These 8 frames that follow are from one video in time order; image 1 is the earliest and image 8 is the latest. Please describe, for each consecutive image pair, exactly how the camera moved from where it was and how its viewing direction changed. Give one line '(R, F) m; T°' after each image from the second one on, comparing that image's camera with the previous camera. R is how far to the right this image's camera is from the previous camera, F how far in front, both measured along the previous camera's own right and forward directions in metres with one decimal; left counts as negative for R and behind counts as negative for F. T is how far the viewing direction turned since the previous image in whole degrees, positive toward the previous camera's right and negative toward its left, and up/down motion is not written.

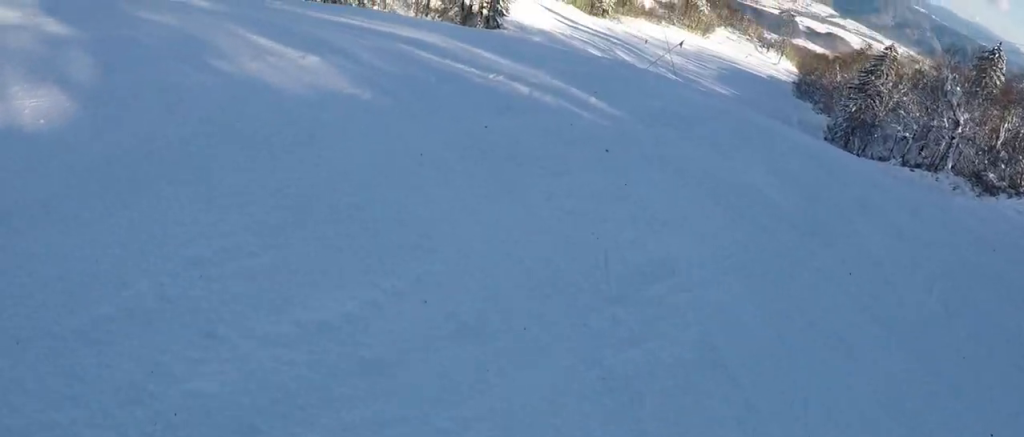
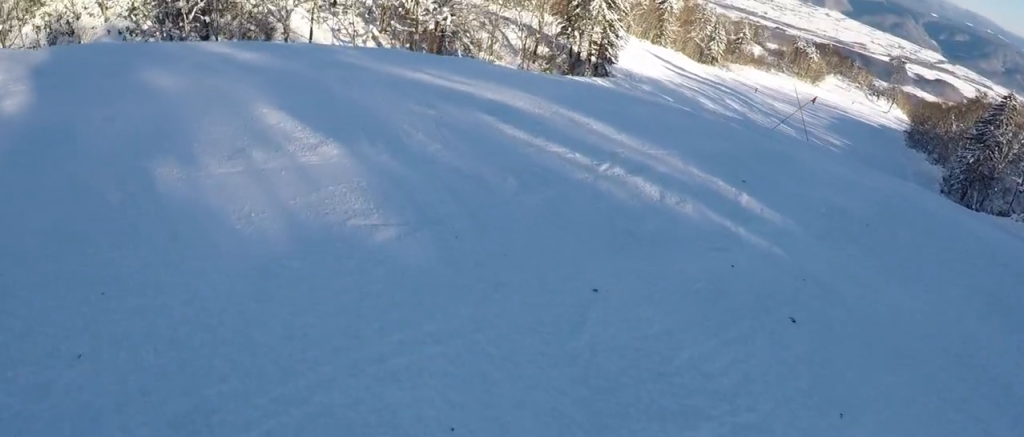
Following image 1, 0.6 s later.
(-0.1, +2.7) m; -1°
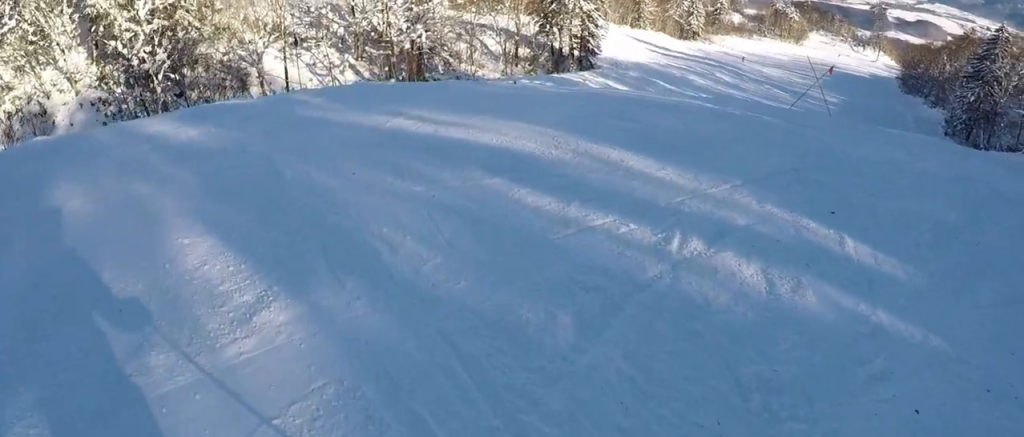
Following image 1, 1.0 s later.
(0.0, +2.0) m; +6°
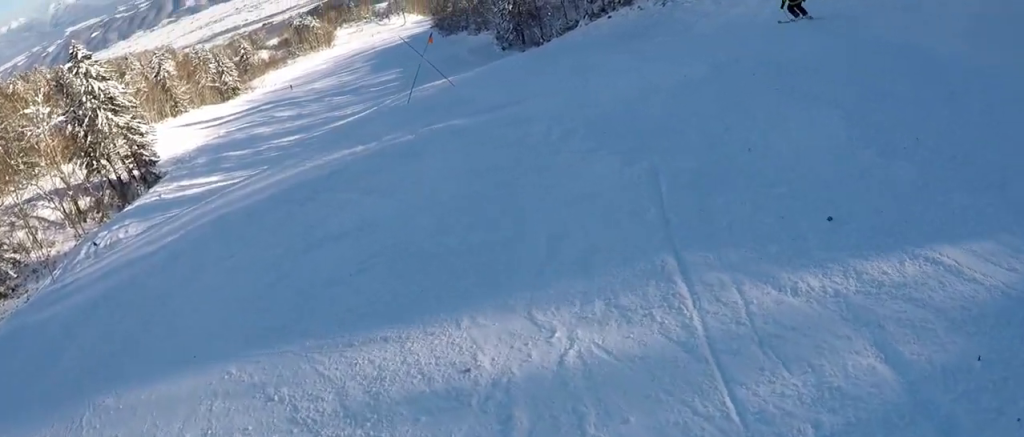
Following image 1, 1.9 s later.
(+0.2, +3.8) m; +20°
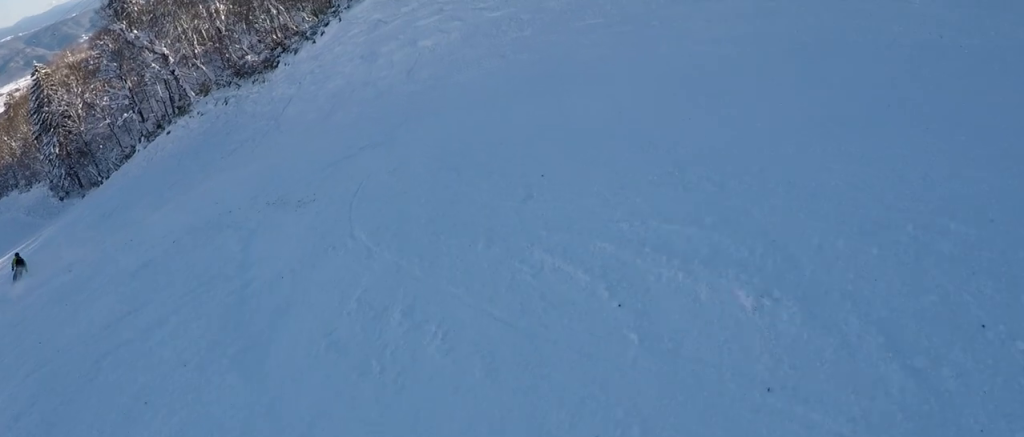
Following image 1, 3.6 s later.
(+3.1, +5.5) m; +37°
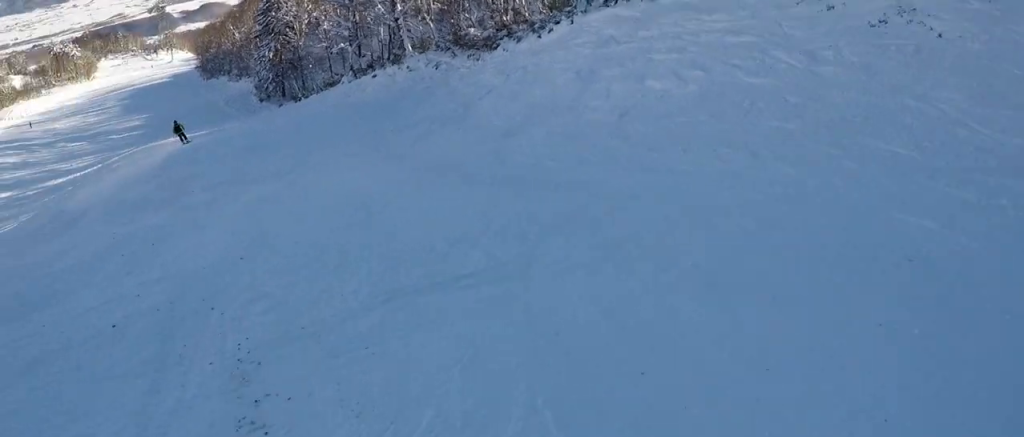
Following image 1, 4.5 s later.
(-0.5, +3.9) m; -17°
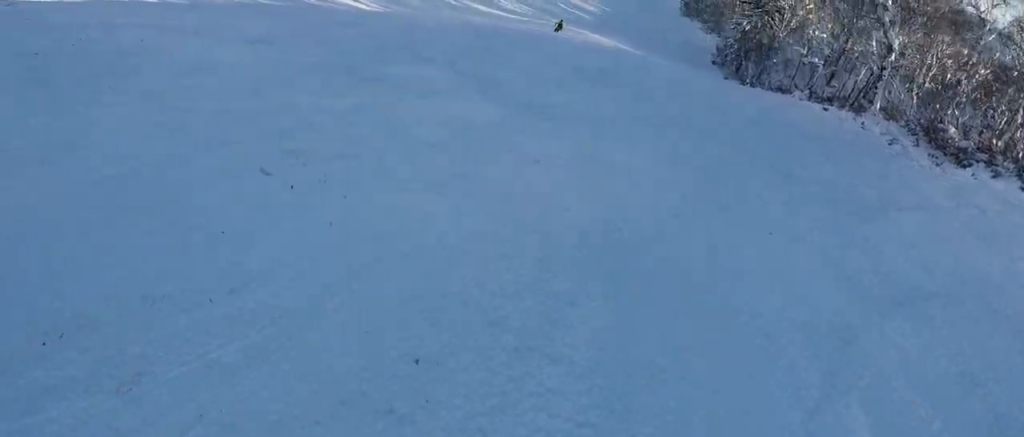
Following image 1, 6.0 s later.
(-1.9, +6.1) m; -33°
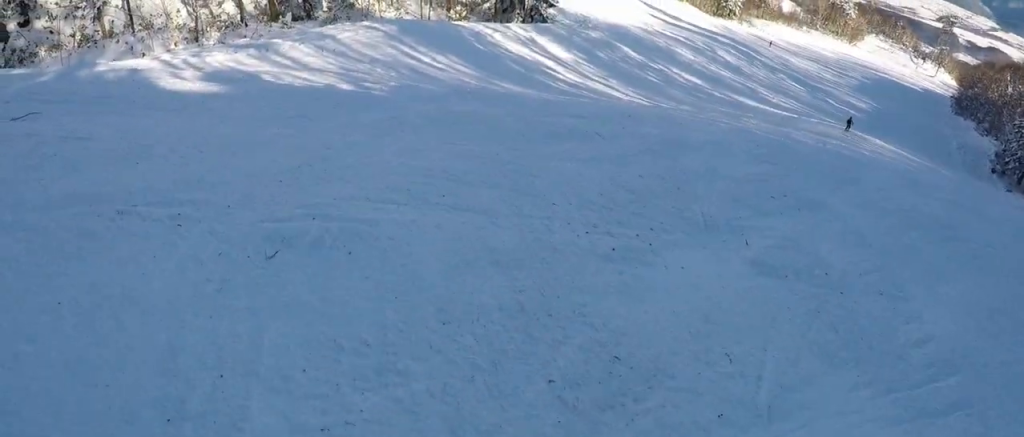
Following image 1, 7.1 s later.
(-1.1, +5.4) m; -12°
